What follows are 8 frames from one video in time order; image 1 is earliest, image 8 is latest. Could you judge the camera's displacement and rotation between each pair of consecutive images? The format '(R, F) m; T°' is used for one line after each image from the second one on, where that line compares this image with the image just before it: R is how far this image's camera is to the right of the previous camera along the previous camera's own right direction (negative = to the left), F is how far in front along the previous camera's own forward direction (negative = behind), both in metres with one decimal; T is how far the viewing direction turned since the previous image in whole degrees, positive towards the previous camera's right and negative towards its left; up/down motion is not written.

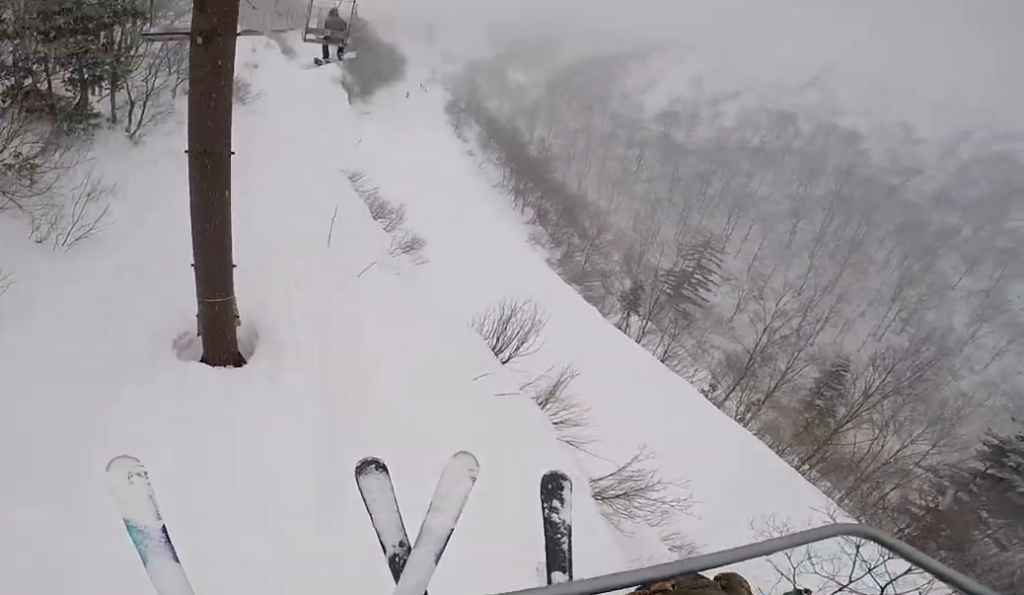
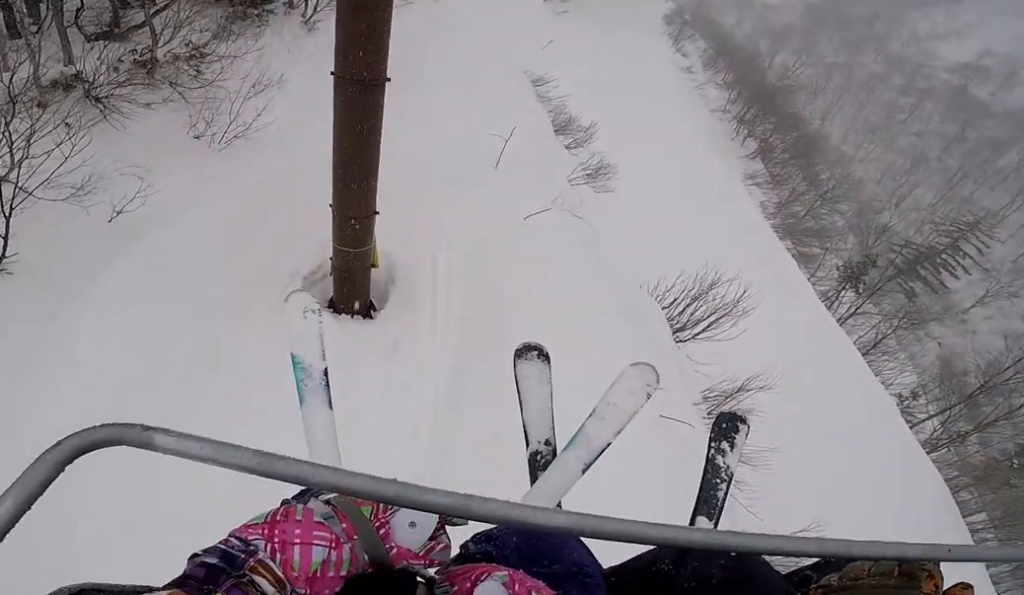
(-0.1, +2.2) m; -4°
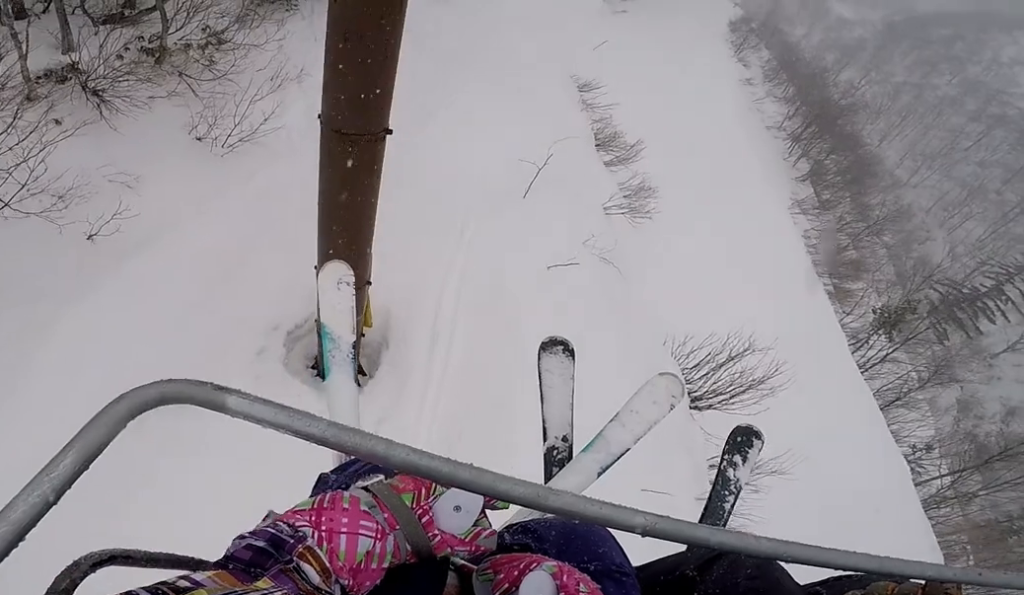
(0.0, +1.8) m; 0°
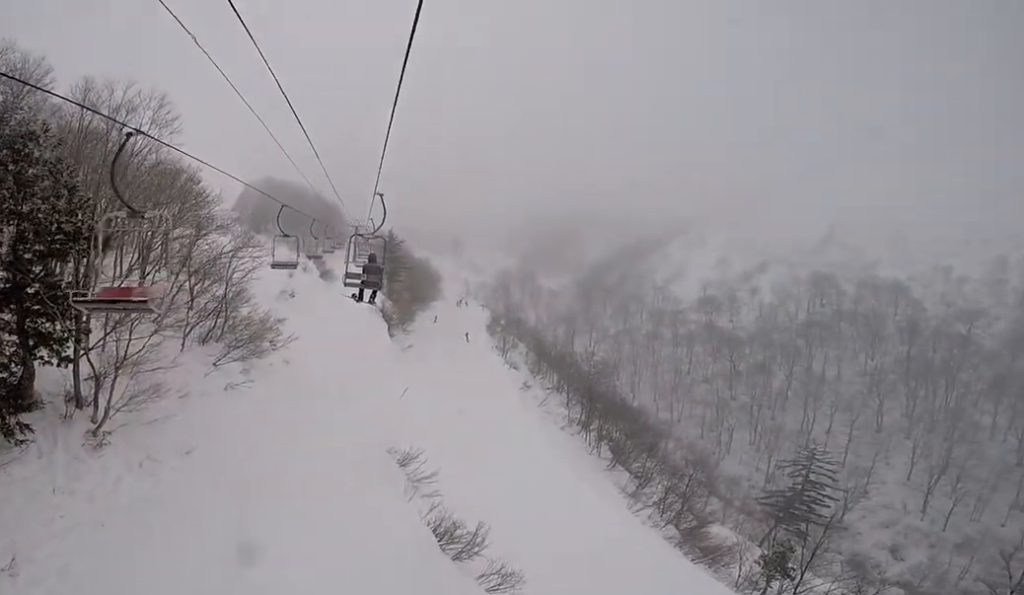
(0.0, +5.2) m; 0°
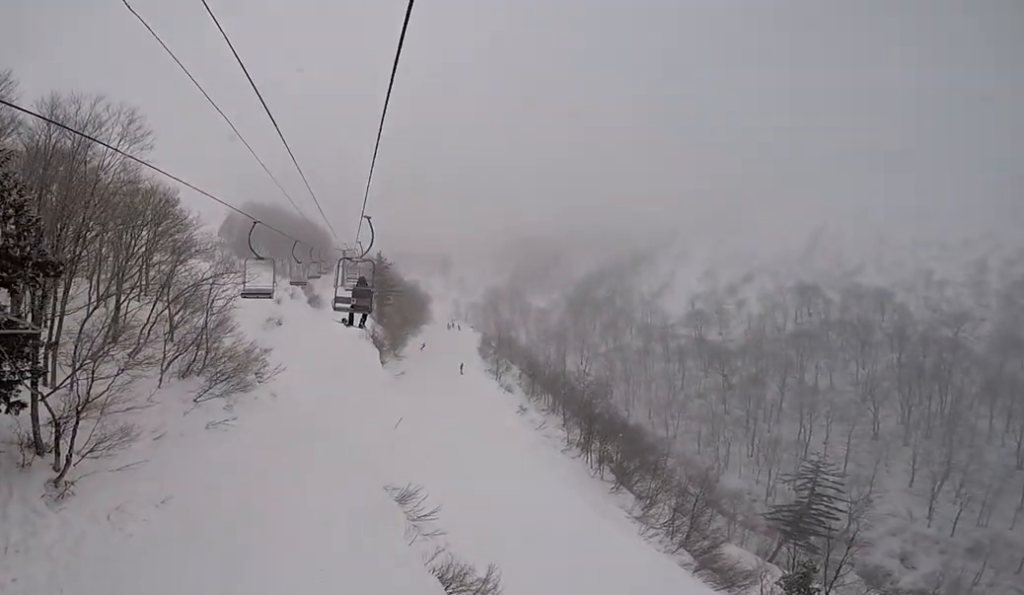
(0.0, +1.5) m; 0°
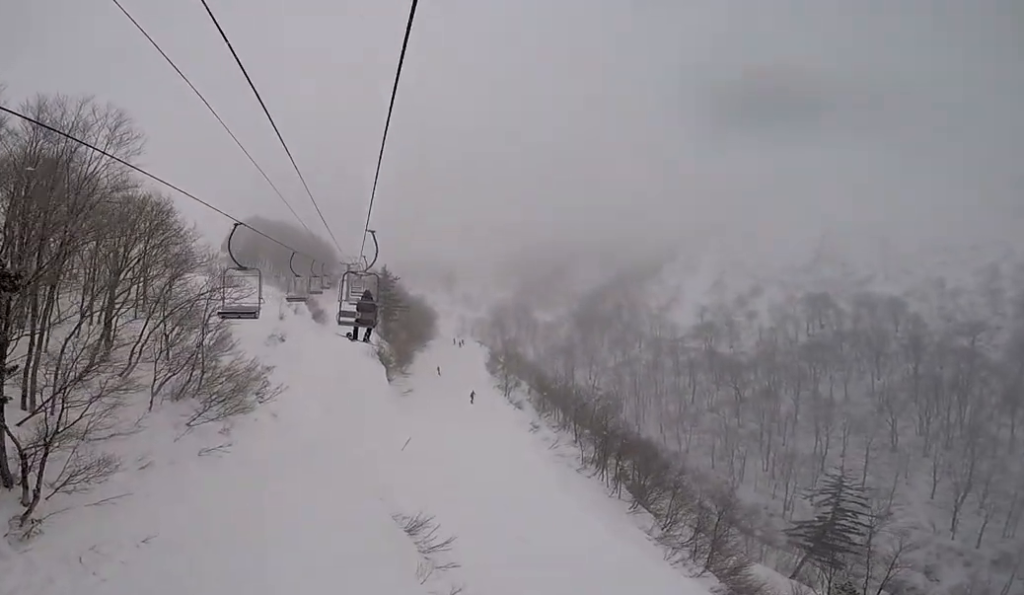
(0.0, +1.6) m; 0°
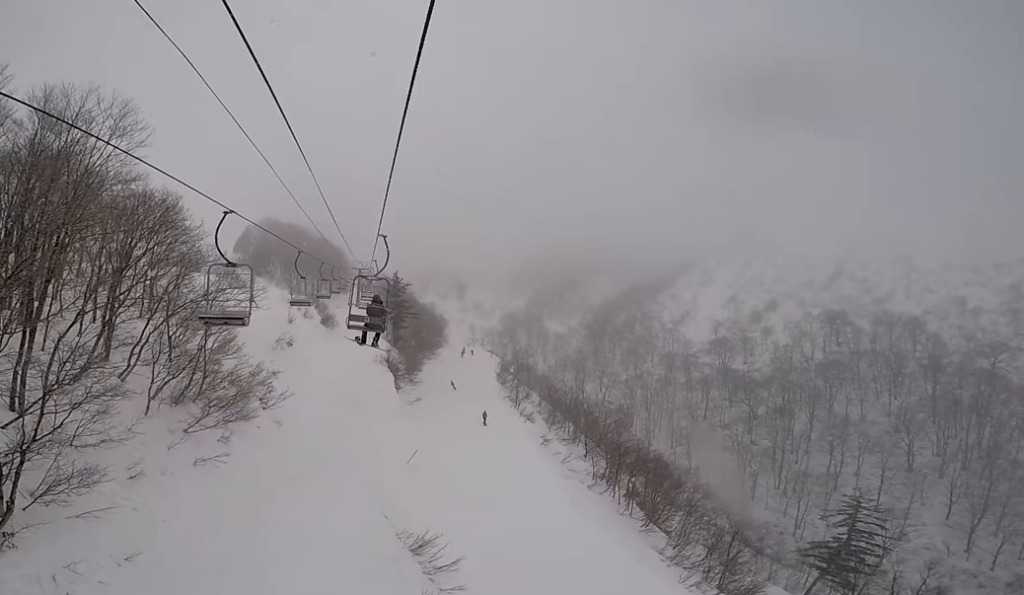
(0.0, +1.1) m; 0°
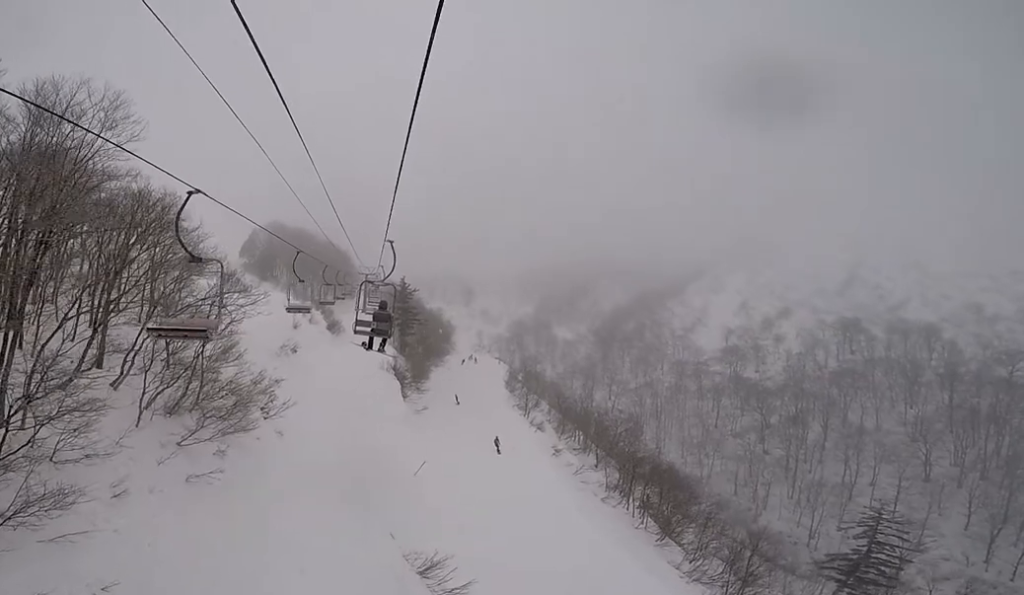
(0.0, +1.4) m; 0°
